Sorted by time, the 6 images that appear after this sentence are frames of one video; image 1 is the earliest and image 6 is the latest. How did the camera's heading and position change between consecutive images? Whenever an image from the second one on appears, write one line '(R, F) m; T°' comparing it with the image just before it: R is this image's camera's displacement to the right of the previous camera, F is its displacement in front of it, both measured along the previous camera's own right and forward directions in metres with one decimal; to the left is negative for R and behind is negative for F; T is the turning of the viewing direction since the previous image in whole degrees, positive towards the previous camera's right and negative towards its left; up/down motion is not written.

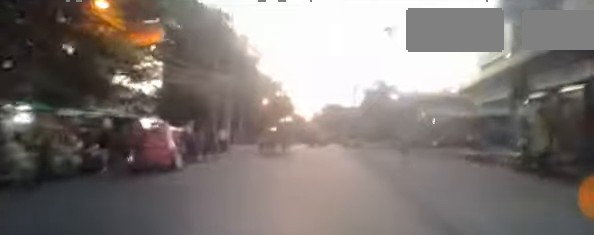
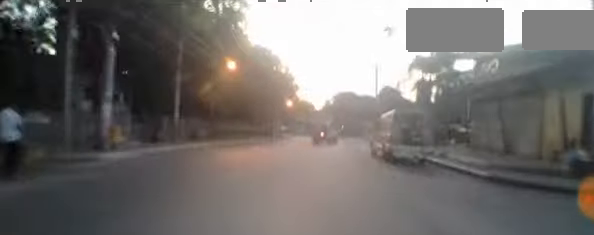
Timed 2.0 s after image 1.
(-0.7, +18.2) m; 0°
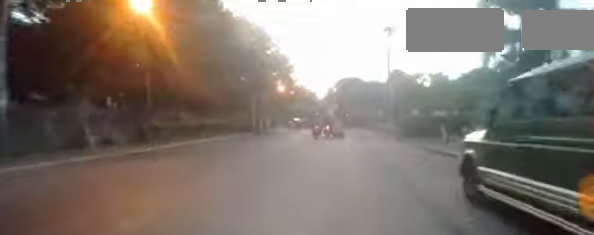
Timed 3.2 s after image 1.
(+0.5, +11.6) m; -1°
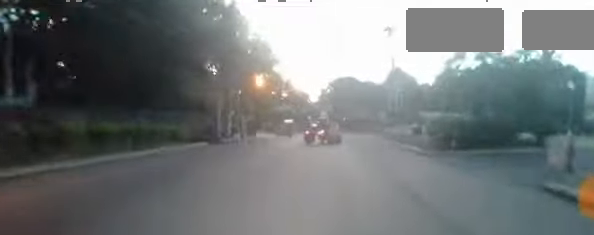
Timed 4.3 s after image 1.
(-0.6, +9.6) m; -1°
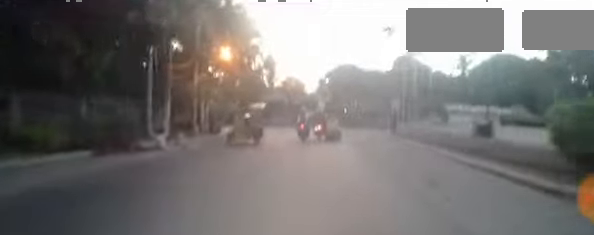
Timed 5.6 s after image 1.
(+0.2, +10.6) m; -3°
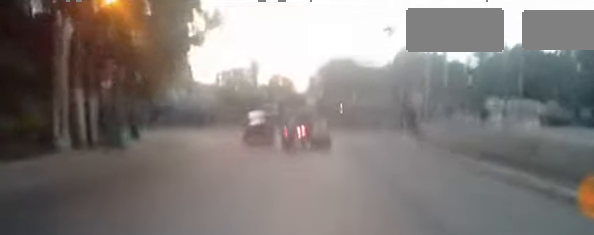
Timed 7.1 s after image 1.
(-0.5, +12.0) m; +4°
